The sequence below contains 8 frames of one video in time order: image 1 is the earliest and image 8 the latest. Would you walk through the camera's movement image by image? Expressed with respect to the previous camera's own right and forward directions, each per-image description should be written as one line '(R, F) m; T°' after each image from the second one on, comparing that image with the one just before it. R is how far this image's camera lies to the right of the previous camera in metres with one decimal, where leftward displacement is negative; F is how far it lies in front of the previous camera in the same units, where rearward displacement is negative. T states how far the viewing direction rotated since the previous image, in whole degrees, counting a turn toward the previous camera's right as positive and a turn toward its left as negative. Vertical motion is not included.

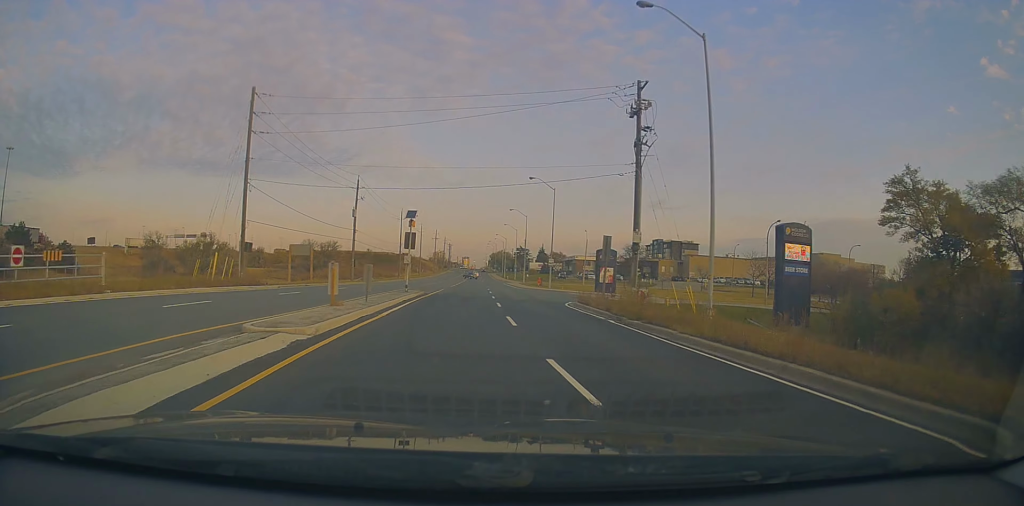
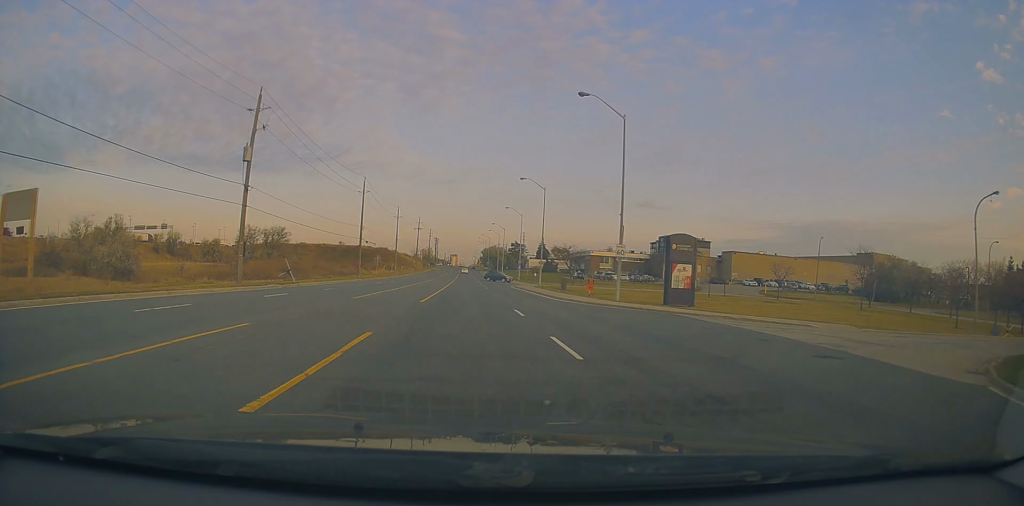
(+0.7, +32.8) m; +2°
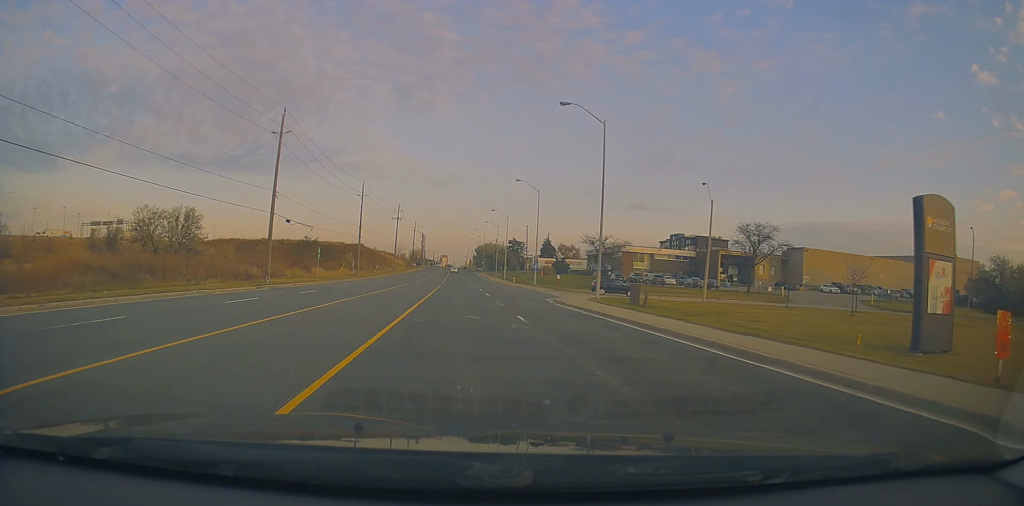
(+0.2, +33.0) m; 0°
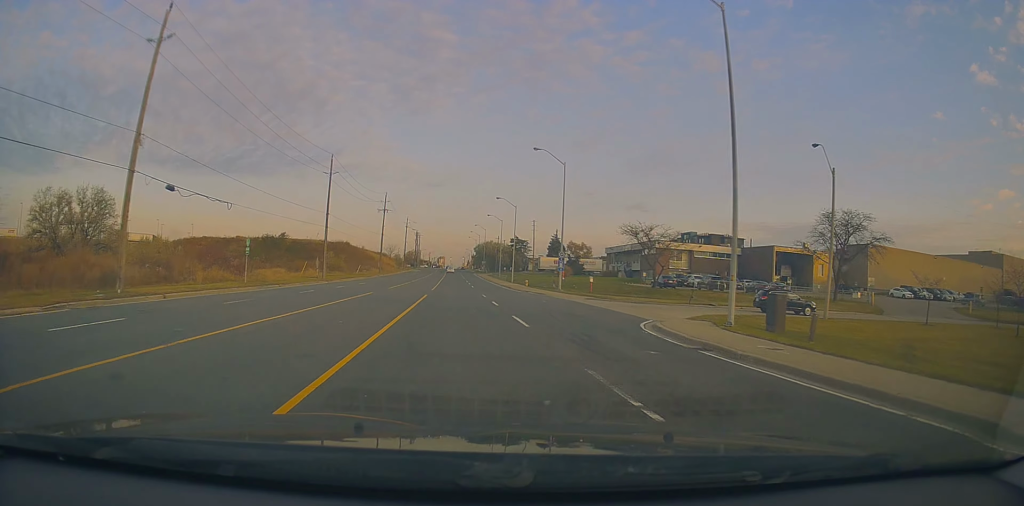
(-0.1, +19.2) m; 0°
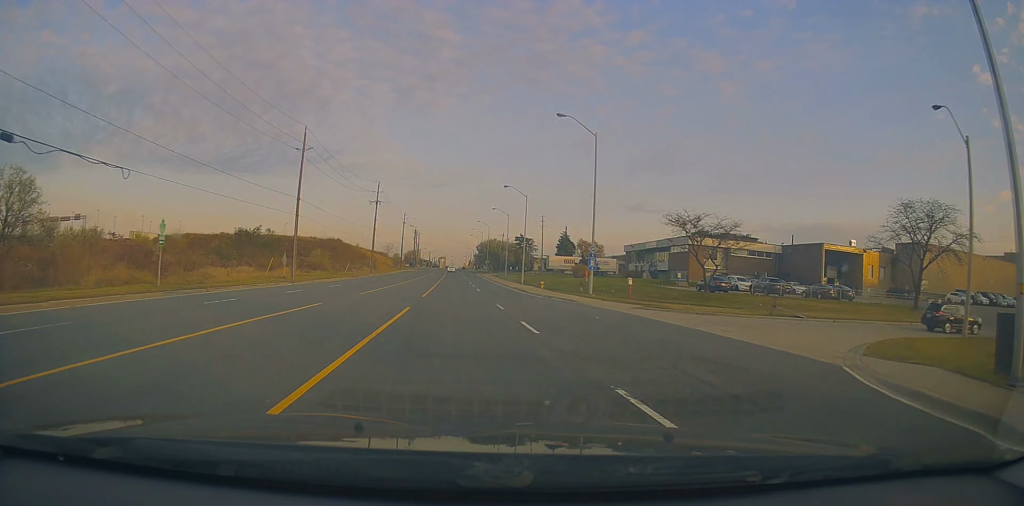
(+0.1, +12.0) m; 0°
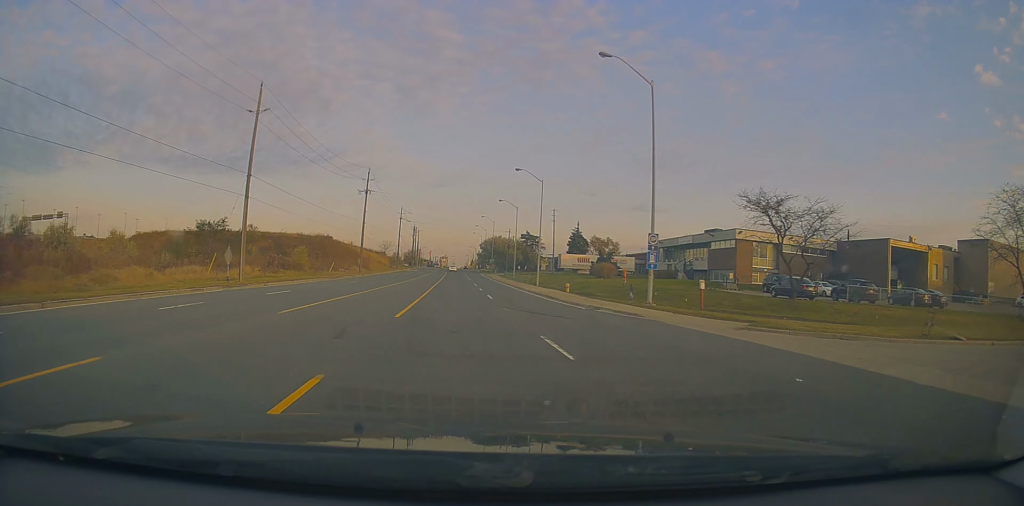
(0.0, +12.7) m; 0°
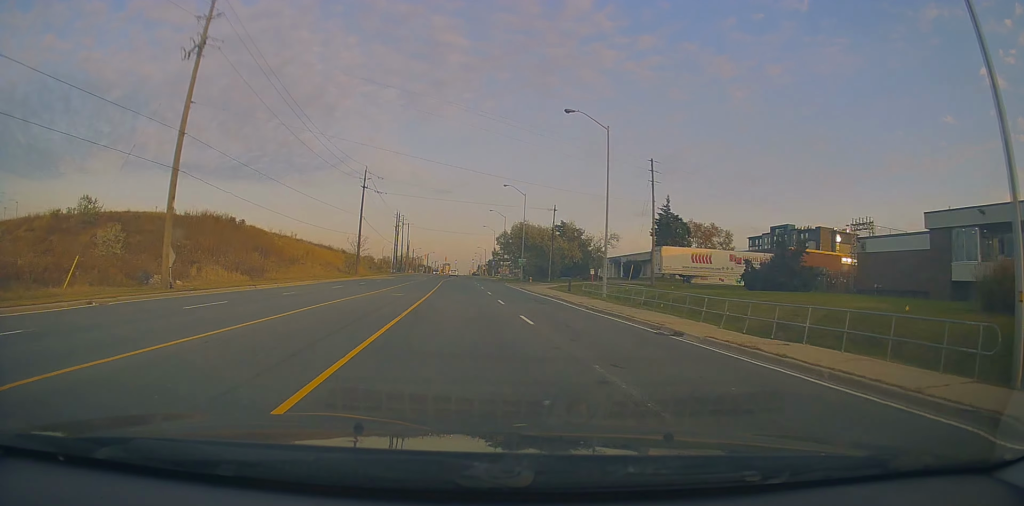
(+0.3, +57.3) m; 0°
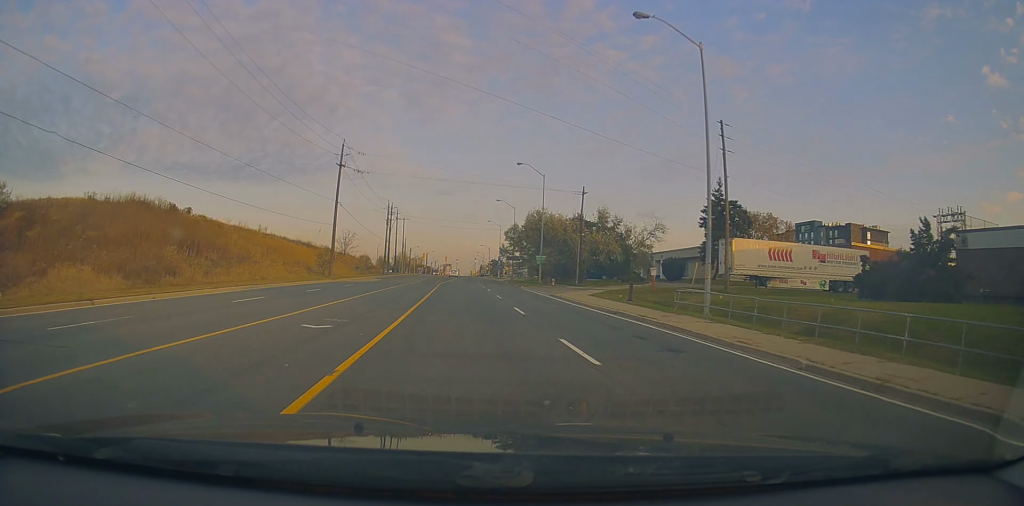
(-0.1, +16.3) m; 0°
